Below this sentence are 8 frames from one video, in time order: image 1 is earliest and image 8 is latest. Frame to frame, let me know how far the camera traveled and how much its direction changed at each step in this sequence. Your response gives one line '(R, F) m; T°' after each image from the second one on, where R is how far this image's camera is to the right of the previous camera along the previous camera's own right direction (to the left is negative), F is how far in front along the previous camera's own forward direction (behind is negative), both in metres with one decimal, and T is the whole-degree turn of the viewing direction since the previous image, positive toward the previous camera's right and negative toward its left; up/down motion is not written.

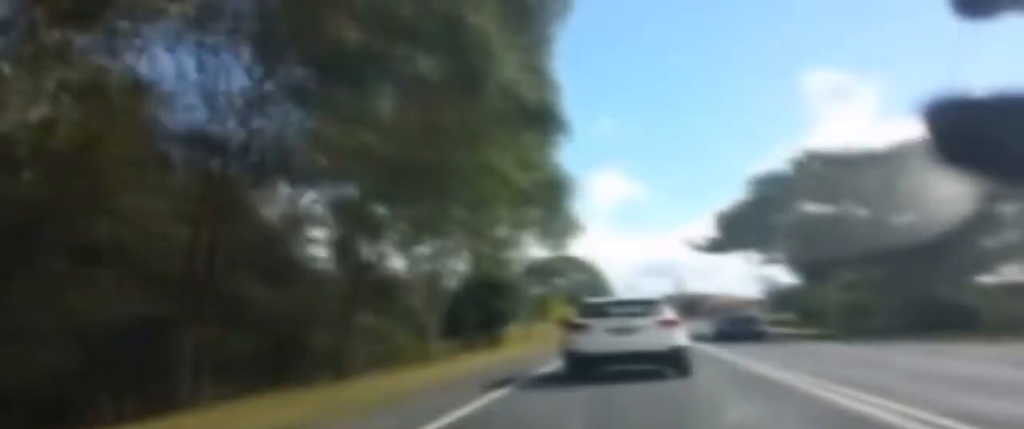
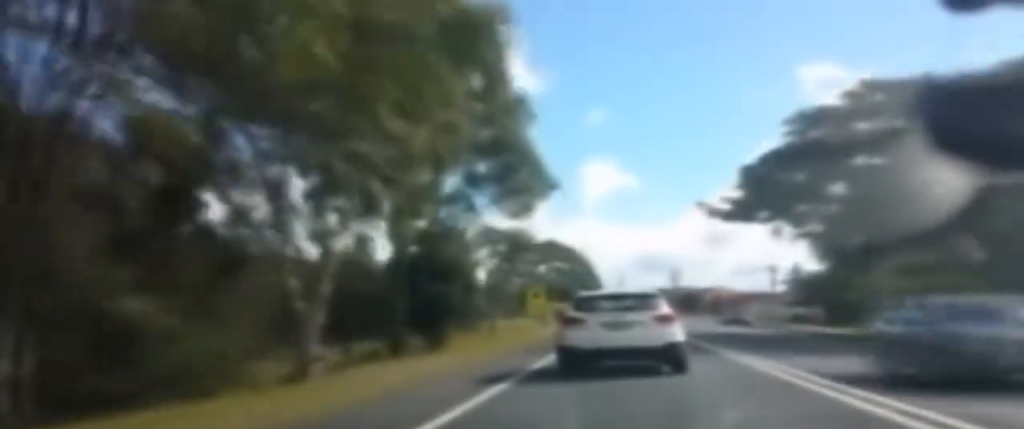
(-0.7, +12.8) m; +1°
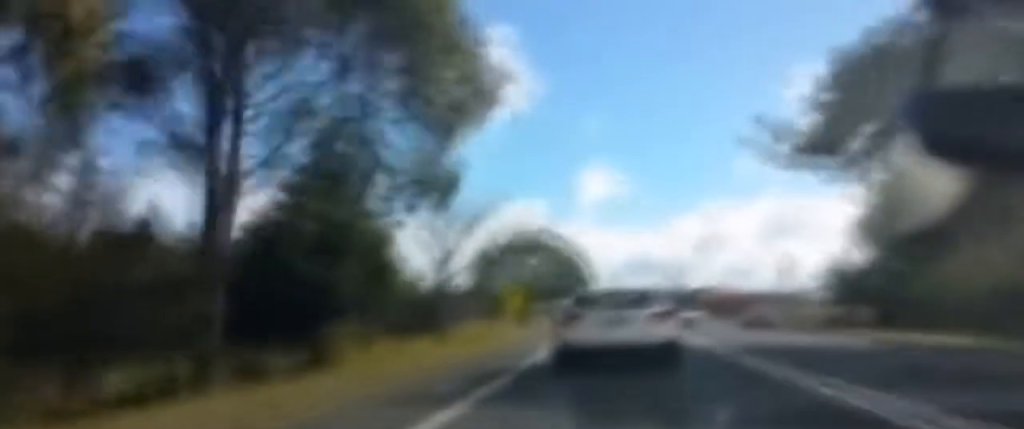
(+1.2, +15.6) m; +2°
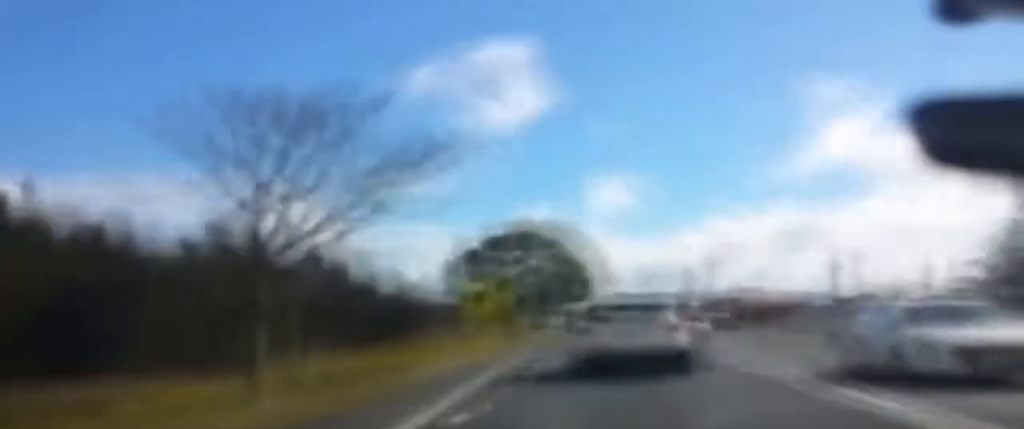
(-1.2, +22.1) m; +1°
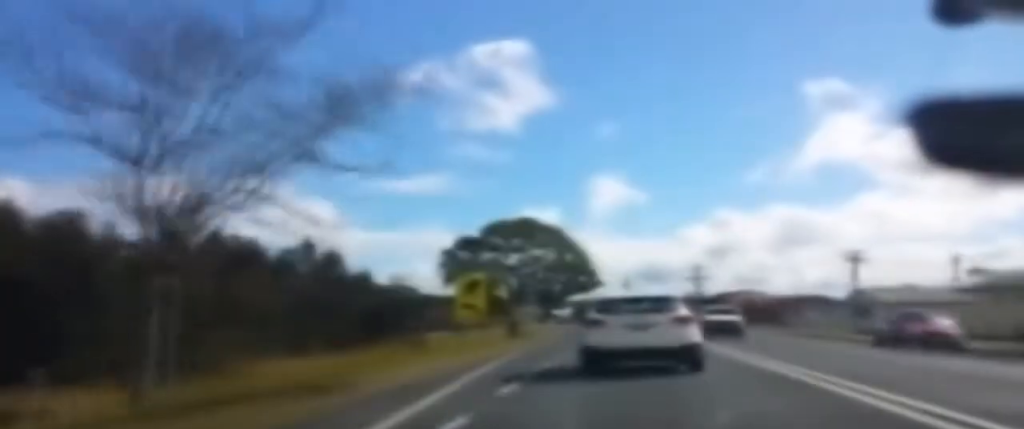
(+0.5, +5.1) m; +3°
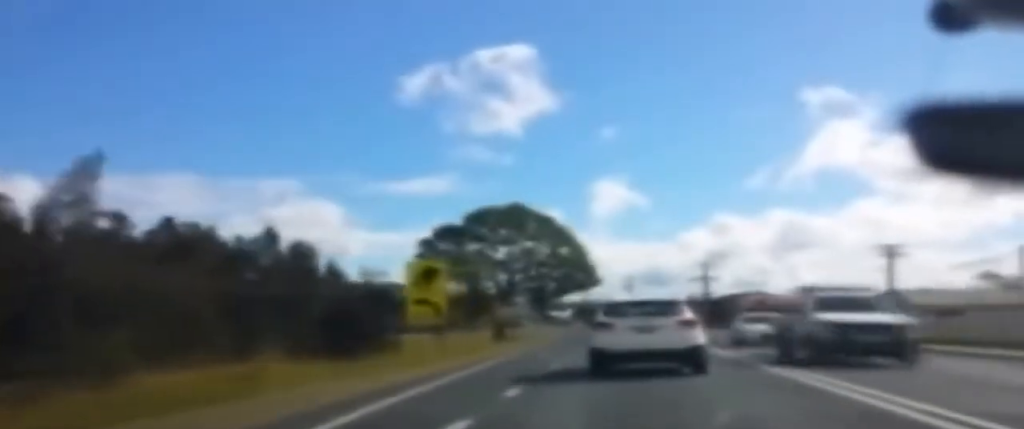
(+0.6, +12.3) m; +2°
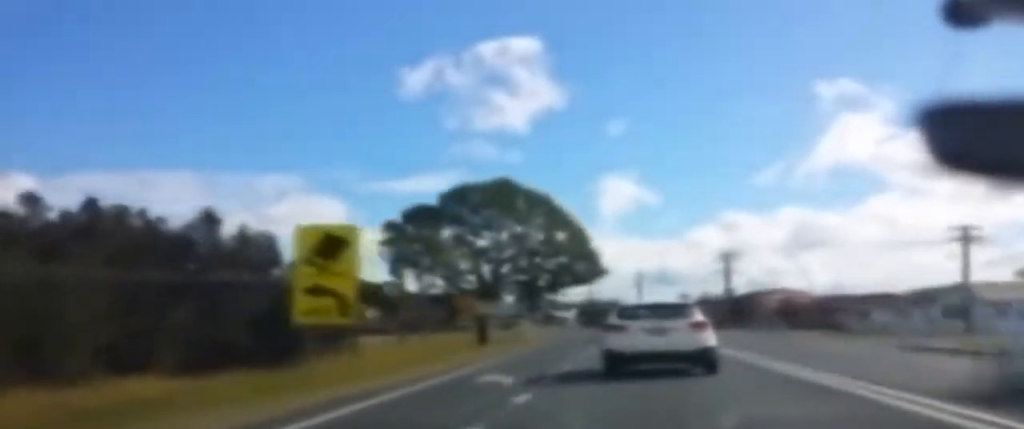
(-0.2, +12.2) m; -2°
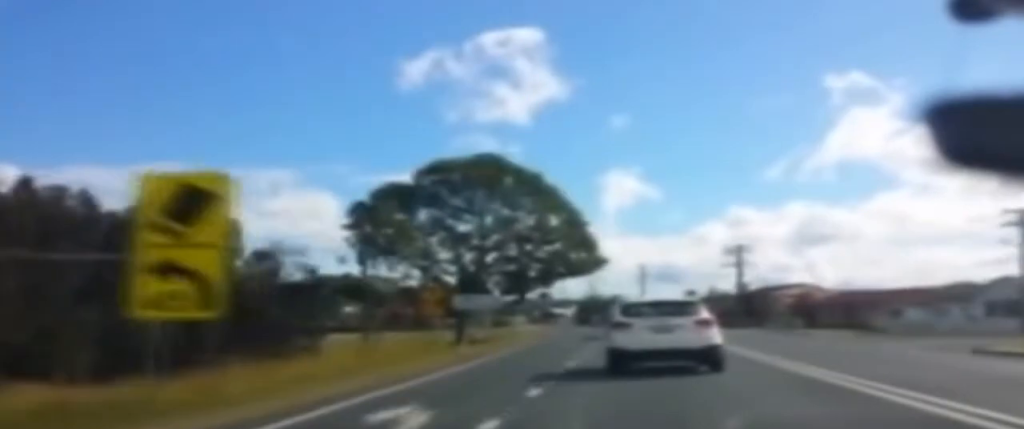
(-0.1, +7.1) m; -1°
